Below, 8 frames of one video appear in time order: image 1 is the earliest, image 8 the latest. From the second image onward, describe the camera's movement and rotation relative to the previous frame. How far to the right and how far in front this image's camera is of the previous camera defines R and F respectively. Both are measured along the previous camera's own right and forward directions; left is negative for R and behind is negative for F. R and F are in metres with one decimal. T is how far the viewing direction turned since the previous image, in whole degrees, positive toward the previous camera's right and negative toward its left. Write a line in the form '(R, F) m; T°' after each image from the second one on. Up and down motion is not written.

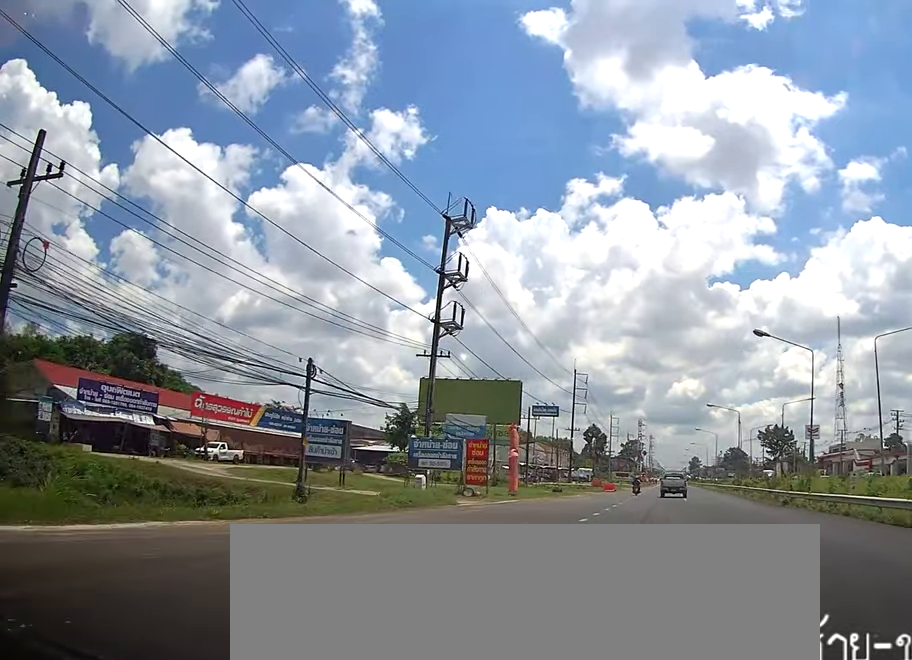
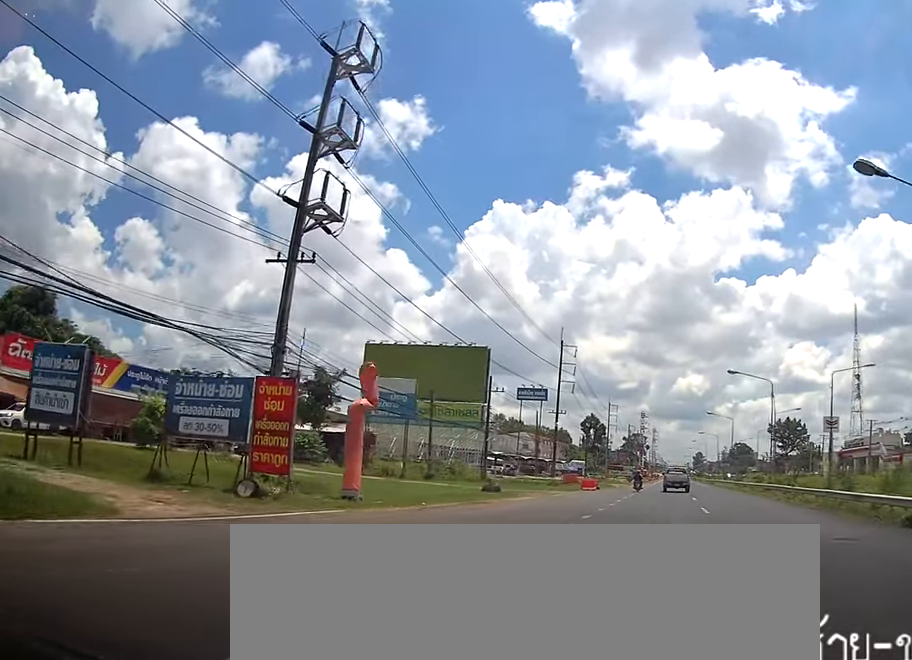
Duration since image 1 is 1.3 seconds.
(+0.3, +20.9) m; 0°
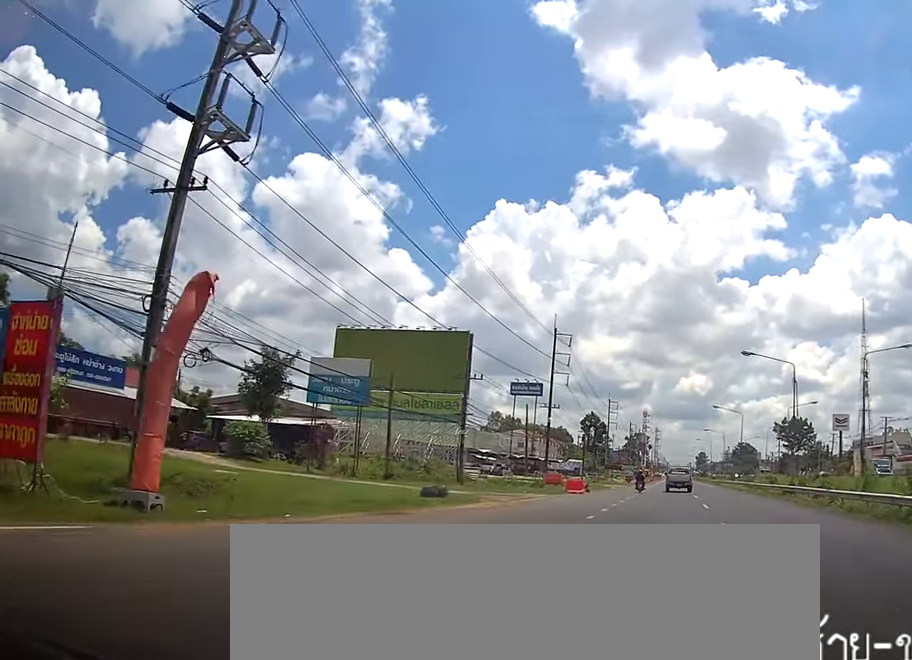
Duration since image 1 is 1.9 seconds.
(-0.1, +8.5) m; 0°
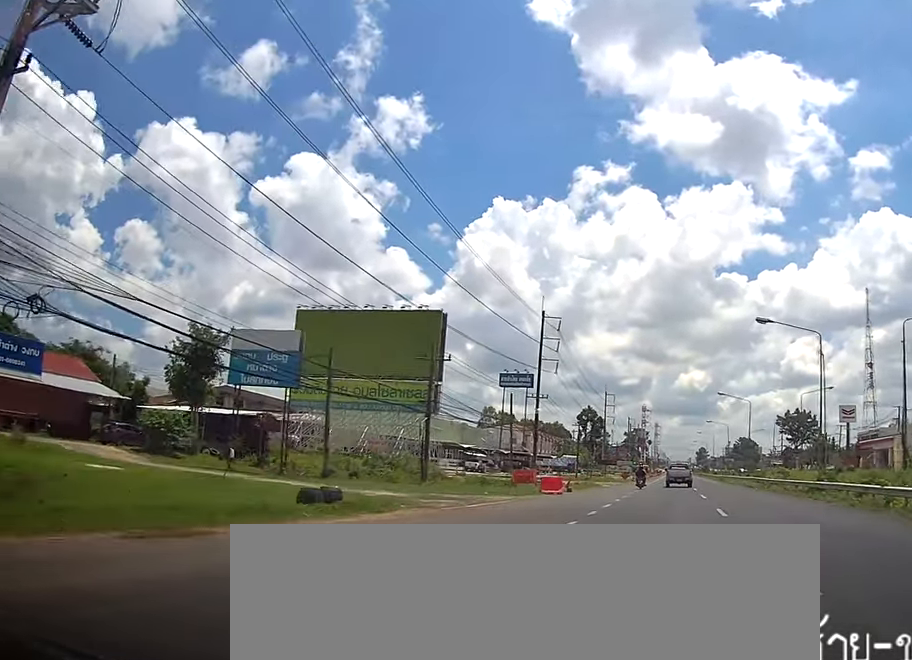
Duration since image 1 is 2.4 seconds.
(-0.4, +8.4) m; 0°
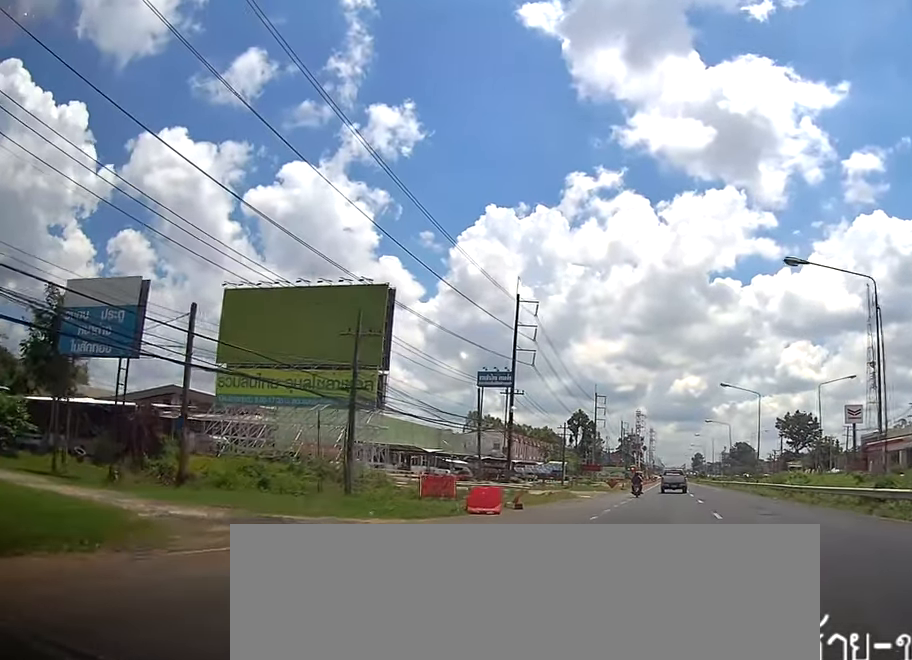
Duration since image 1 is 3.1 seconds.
(+0.4, +11.5) m; 0°
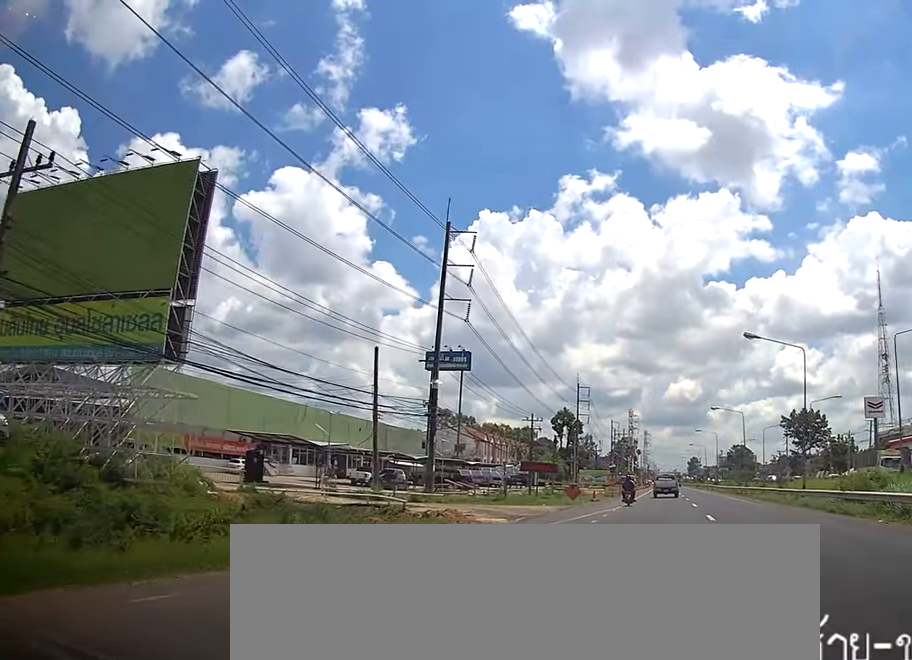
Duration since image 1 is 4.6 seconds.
(-0.4, +23.0) m; -2°
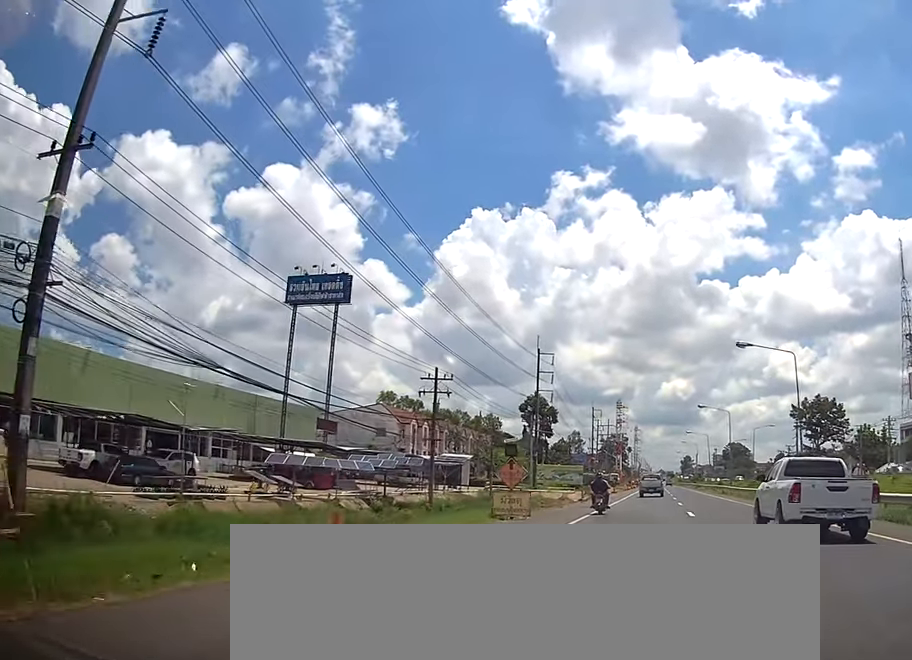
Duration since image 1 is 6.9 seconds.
(+1.5, +34.5) m; +3°
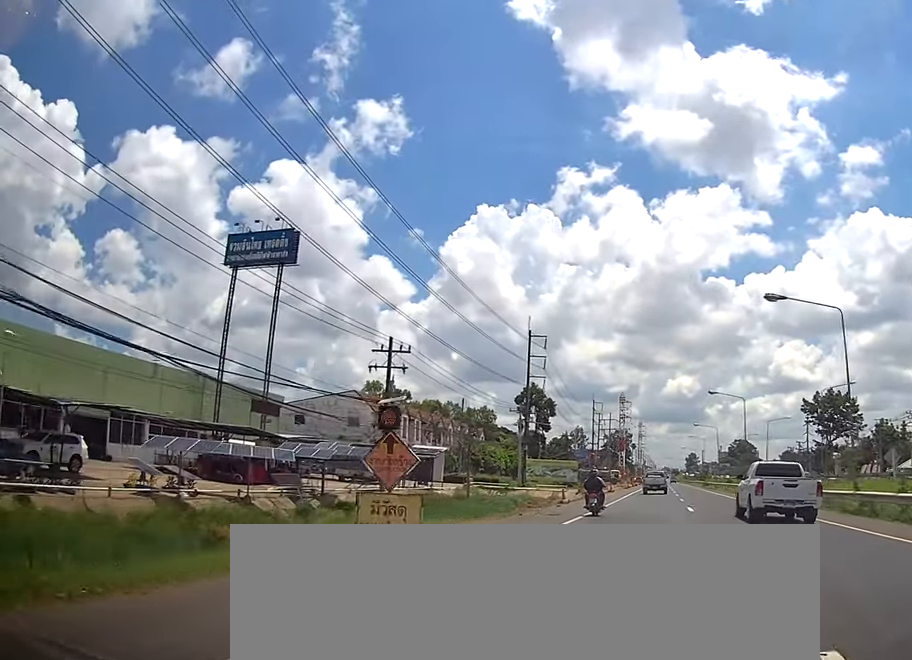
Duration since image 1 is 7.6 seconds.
(-0.4, +10.1) m; 0°
